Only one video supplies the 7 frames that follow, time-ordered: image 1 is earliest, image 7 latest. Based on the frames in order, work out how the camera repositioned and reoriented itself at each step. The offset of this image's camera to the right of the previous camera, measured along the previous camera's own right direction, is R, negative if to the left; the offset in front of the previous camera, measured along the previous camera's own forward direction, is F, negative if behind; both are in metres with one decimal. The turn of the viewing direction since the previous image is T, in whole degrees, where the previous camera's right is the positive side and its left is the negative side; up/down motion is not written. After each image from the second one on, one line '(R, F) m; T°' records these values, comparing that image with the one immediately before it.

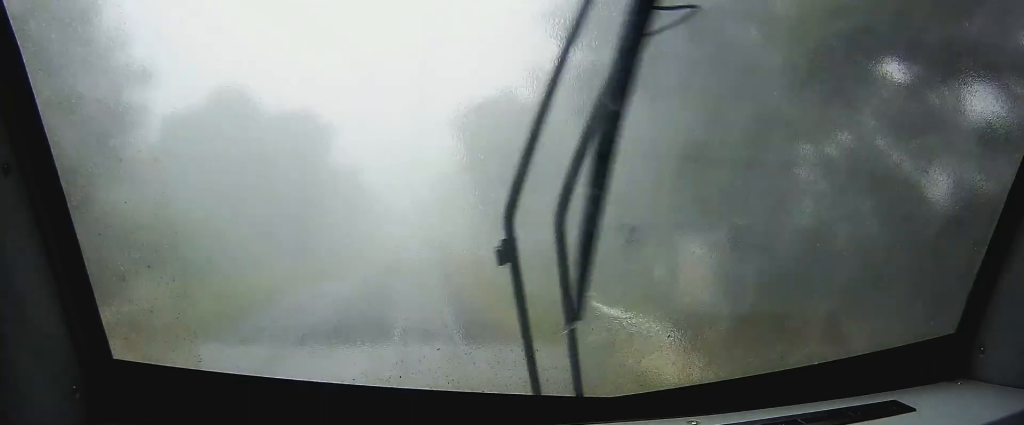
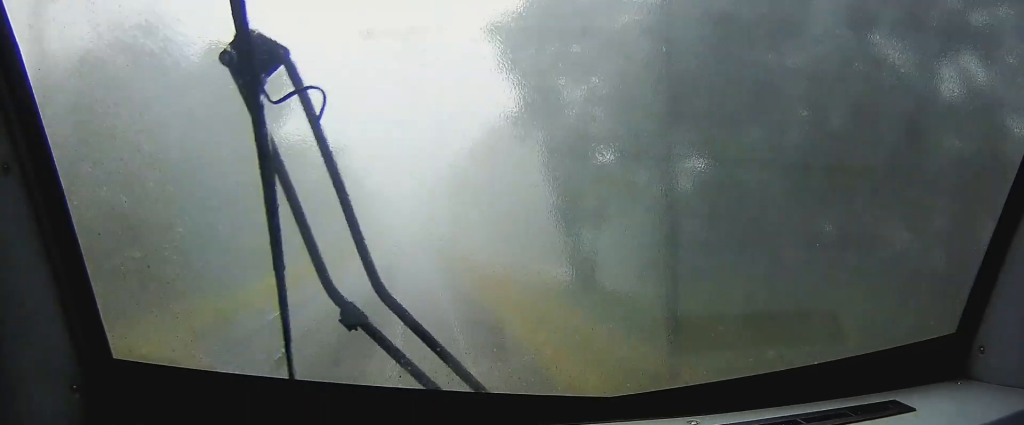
(+0.1, +32.0) m; 0°
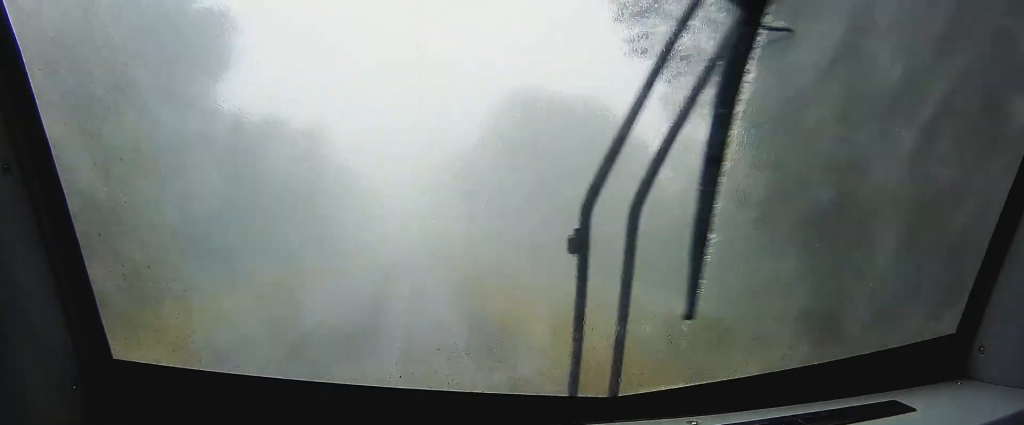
(0.0, +21.2) m; 0°
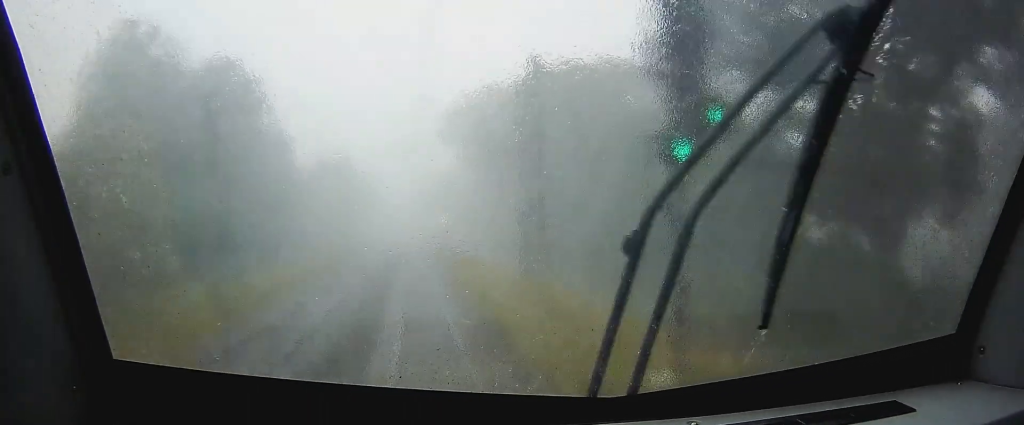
(0.0, +90.8) m; -1°
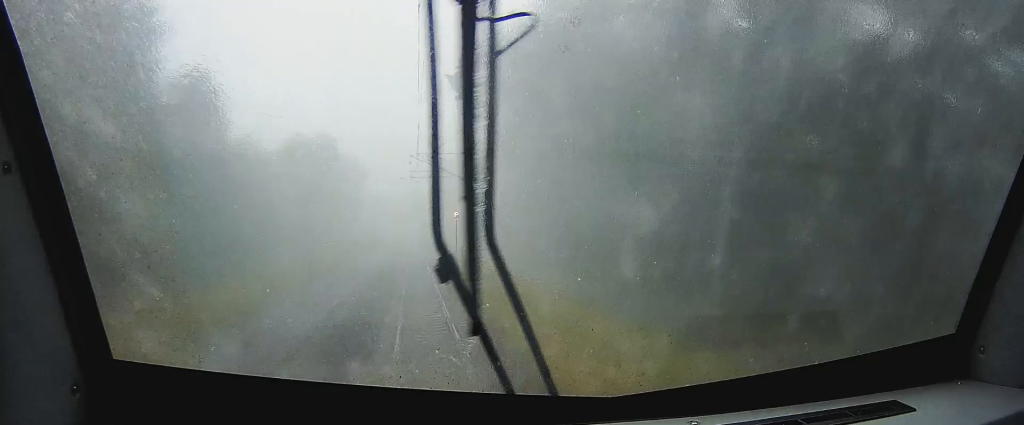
(-0.2, +28.6) m; -1°
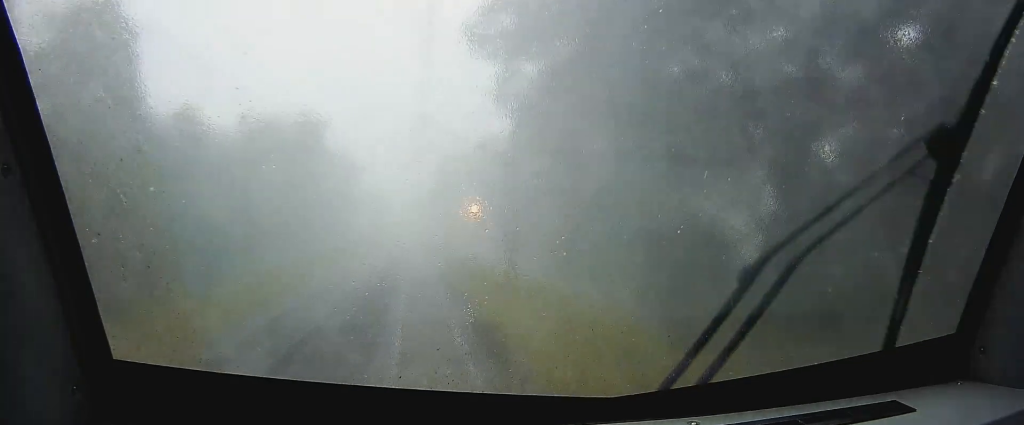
(-0.1, +17.0) m; 0°
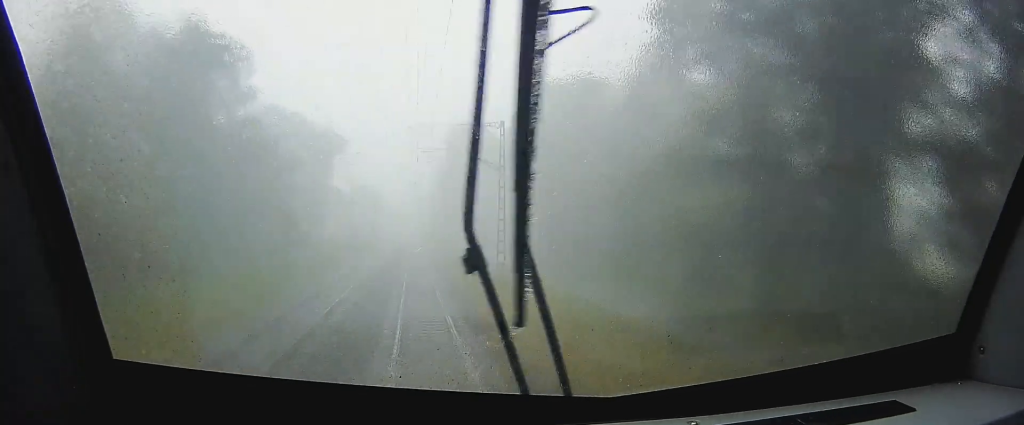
(0.0, +40.7) m; 0°
